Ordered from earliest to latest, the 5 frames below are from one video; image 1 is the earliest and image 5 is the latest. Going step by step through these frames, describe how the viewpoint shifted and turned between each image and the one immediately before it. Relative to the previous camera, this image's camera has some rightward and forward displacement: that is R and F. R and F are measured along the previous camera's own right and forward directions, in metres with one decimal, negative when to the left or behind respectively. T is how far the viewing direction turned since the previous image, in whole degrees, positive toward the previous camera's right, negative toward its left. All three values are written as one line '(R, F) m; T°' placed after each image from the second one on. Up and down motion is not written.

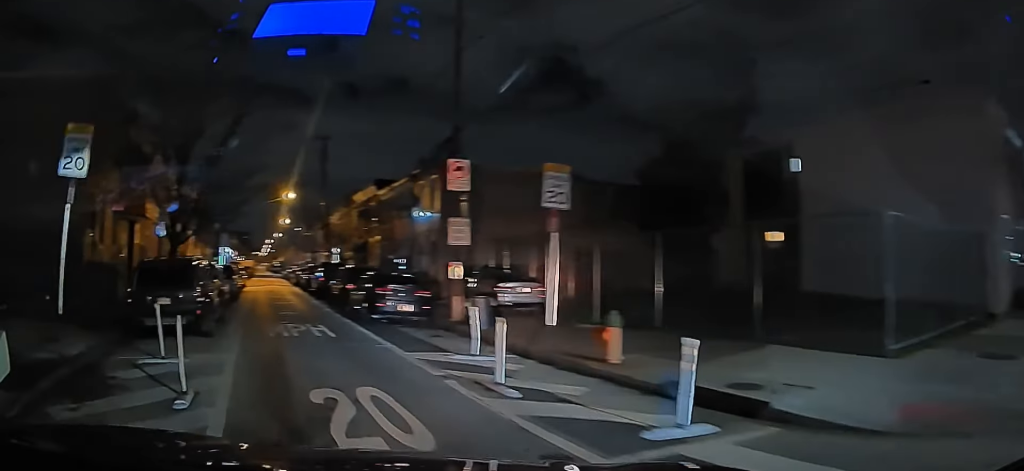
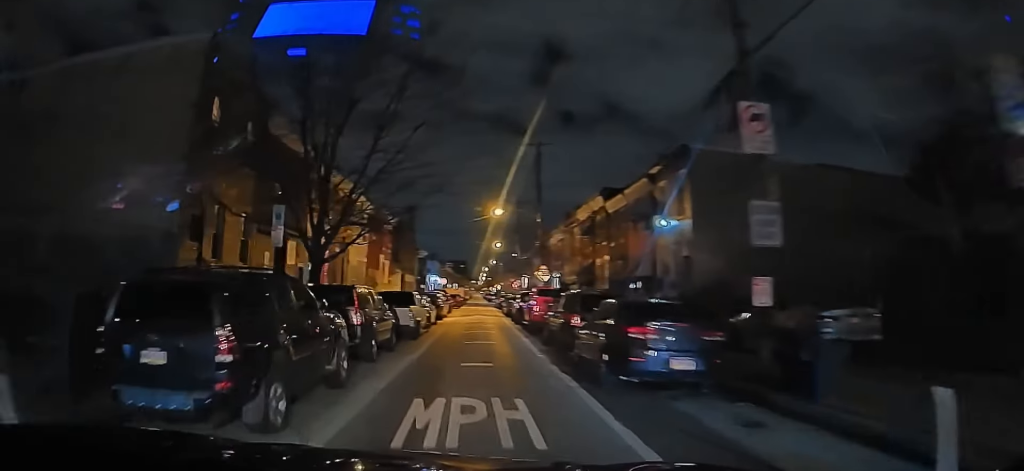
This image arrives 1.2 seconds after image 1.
(-1.6, +7.3) m; -17°
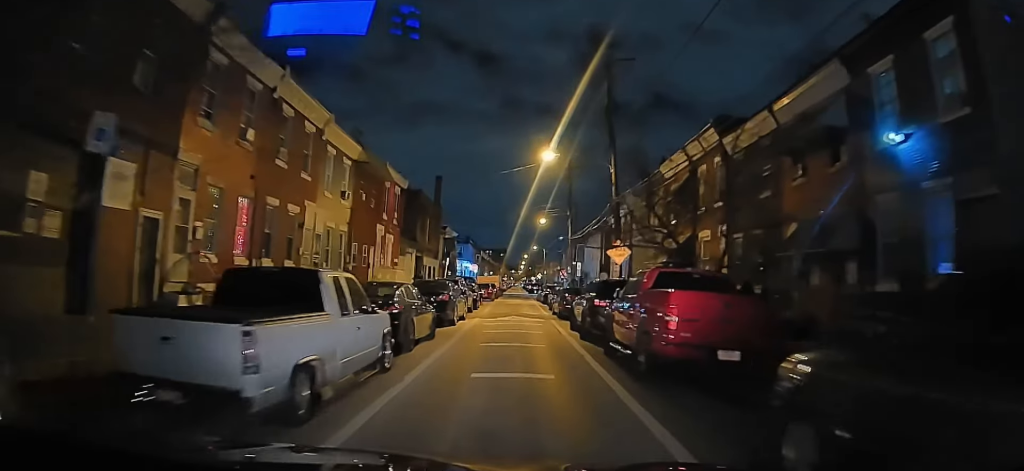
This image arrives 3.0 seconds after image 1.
(-0.4, +12.8) m; 0°
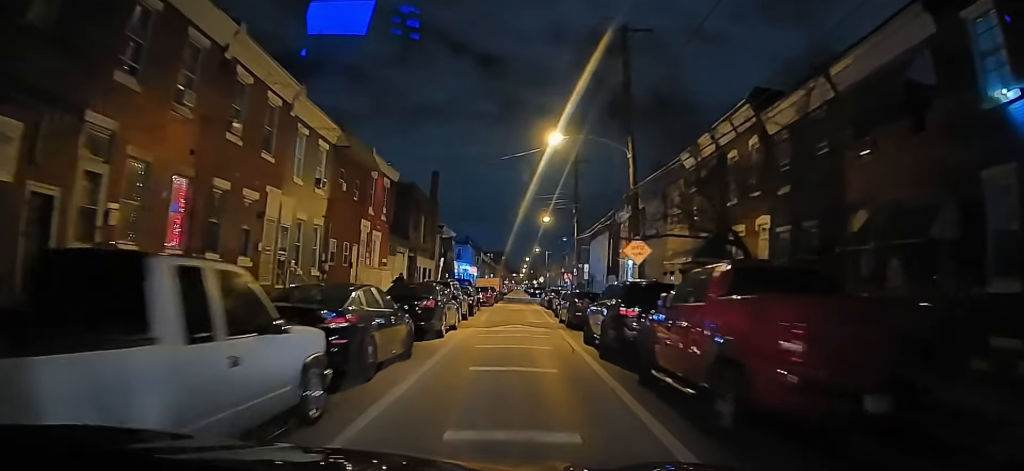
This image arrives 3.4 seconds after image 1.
(0.0, +3.2) m; -1°
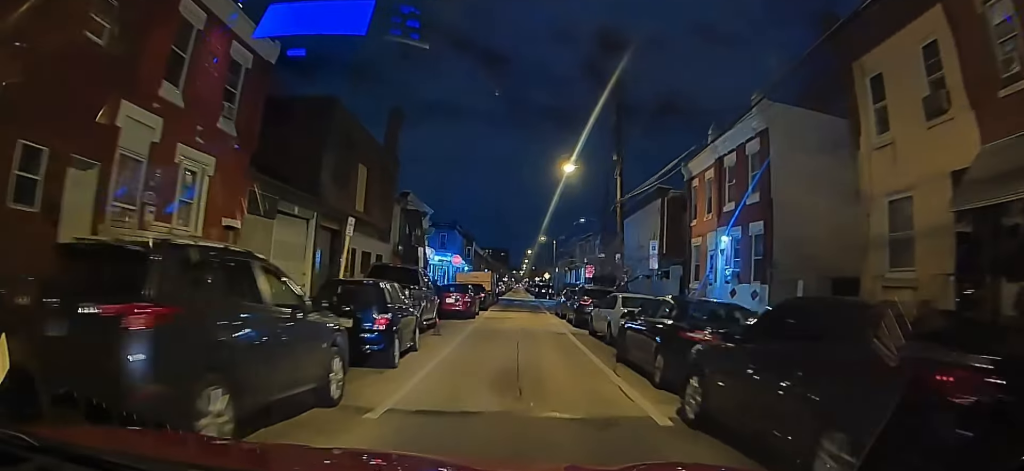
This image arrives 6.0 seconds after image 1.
(-0.6, +17.0) m; -3°
